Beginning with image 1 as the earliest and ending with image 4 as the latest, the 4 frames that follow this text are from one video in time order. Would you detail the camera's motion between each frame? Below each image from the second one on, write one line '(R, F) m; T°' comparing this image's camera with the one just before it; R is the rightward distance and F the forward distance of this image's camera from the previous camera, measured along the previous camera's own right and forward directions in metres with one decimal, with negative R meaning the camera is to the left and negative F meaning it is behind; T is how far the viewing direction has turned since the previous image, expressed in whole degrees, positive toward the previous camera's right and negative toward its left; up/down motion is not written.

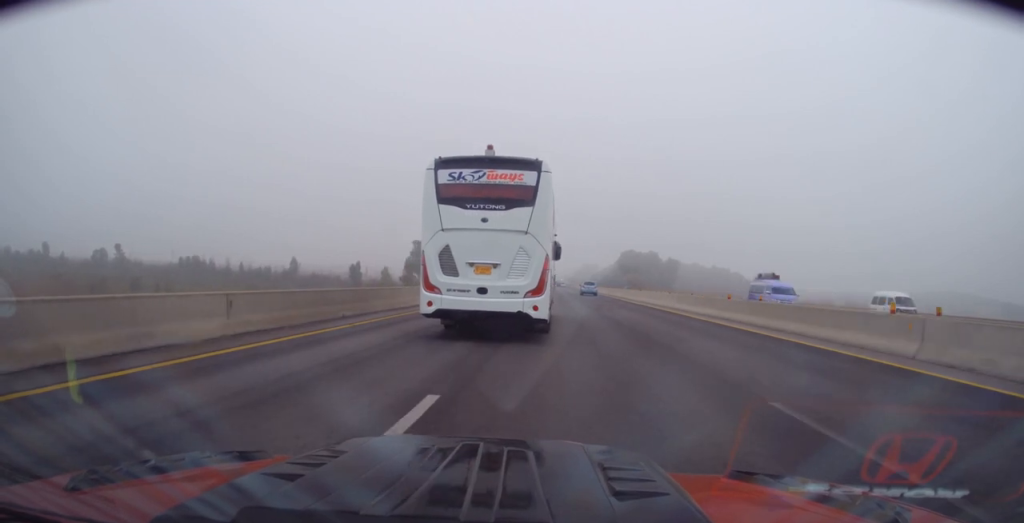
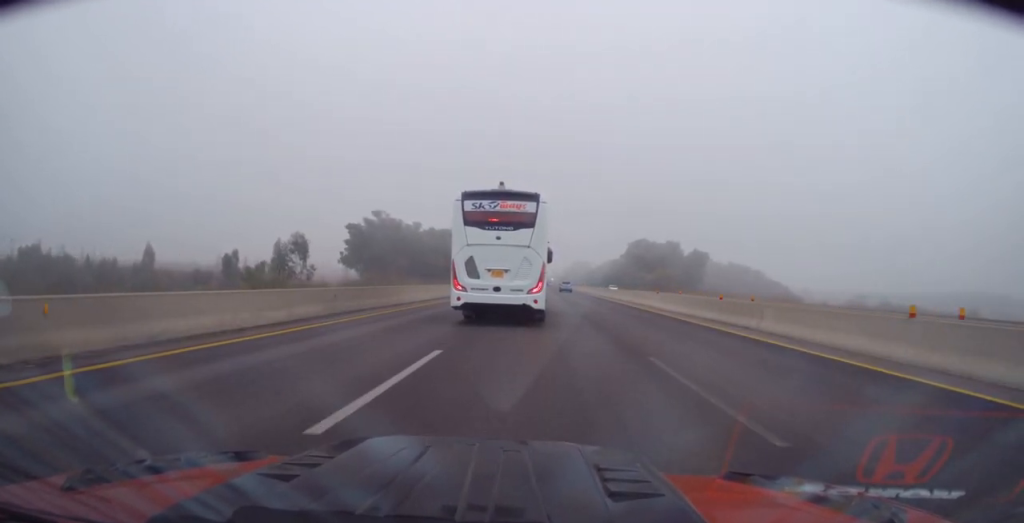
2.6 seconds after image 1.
(-0.7, +67.5) m; 0°
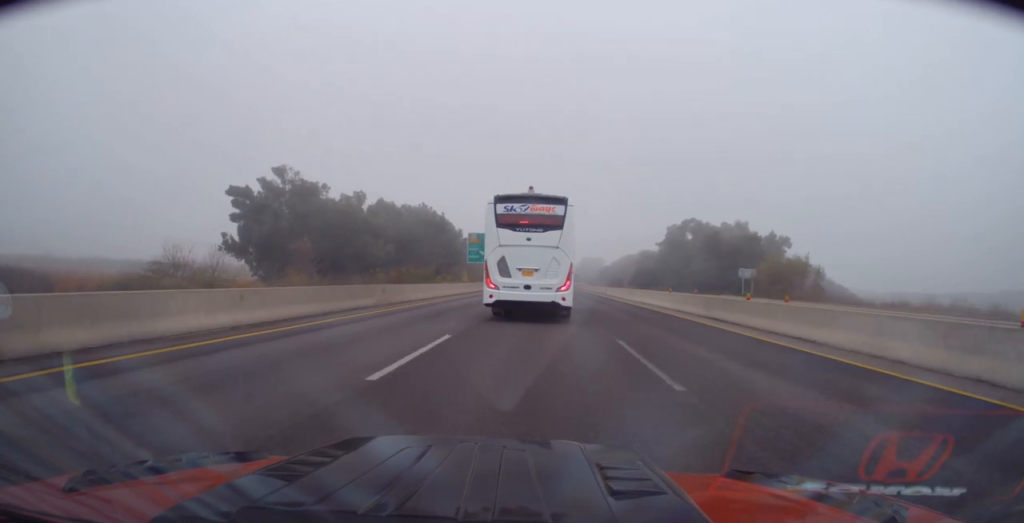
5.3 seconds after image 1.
(+0.2, +69.0) m; 0°
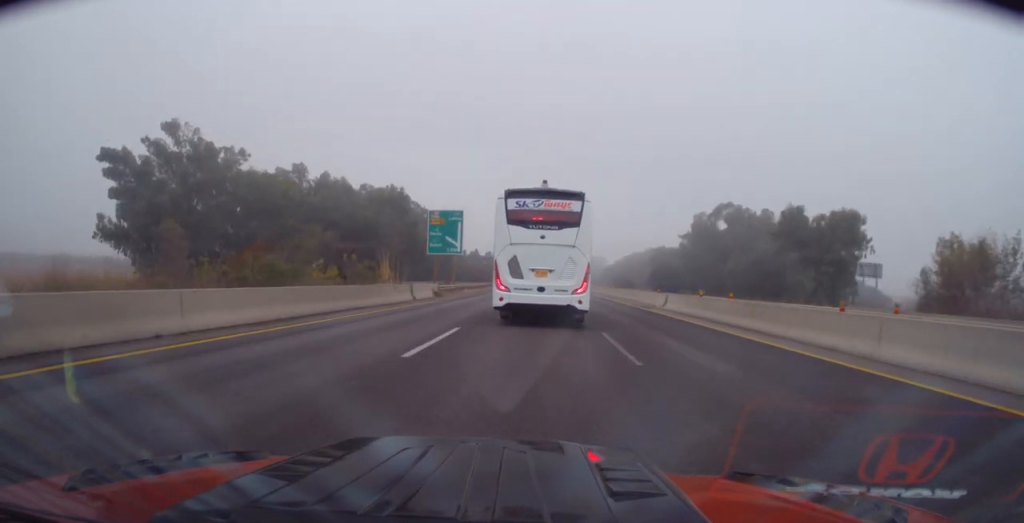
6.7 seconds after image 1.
(+0.5, +33.3) m; +1°
